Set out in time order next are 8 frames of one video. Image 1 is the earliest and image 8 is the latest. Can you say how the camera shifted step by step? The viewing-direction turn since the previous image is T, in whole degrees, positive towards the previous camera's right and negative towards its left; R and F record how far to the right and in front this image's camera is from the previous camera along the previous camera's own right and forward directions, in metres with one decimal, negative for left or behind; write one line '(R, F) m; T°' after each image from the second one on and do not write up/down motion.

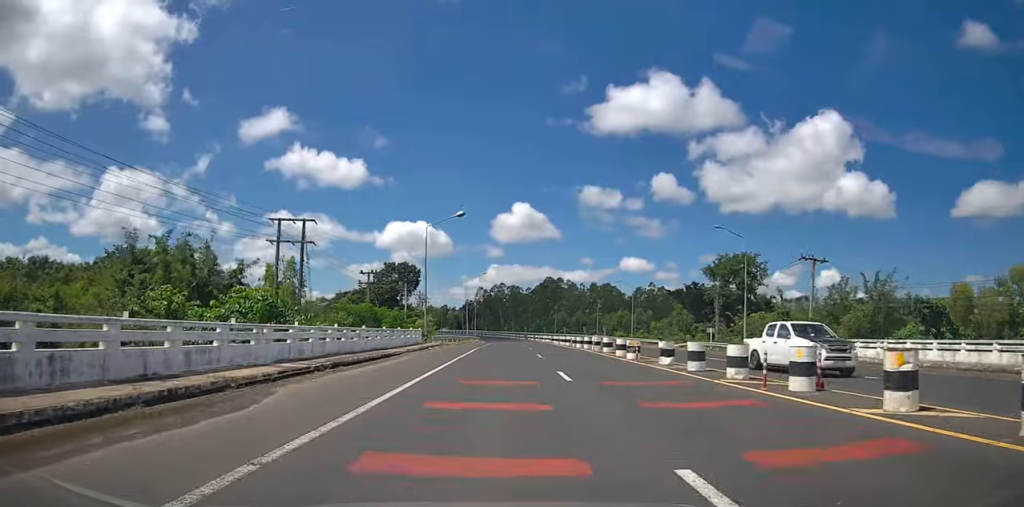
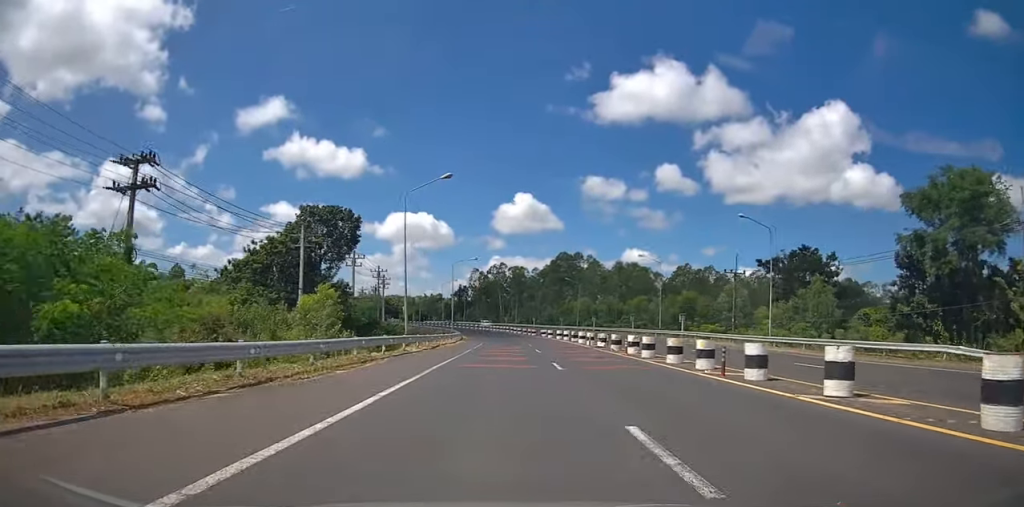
(0.0, +45.9) m; -1°
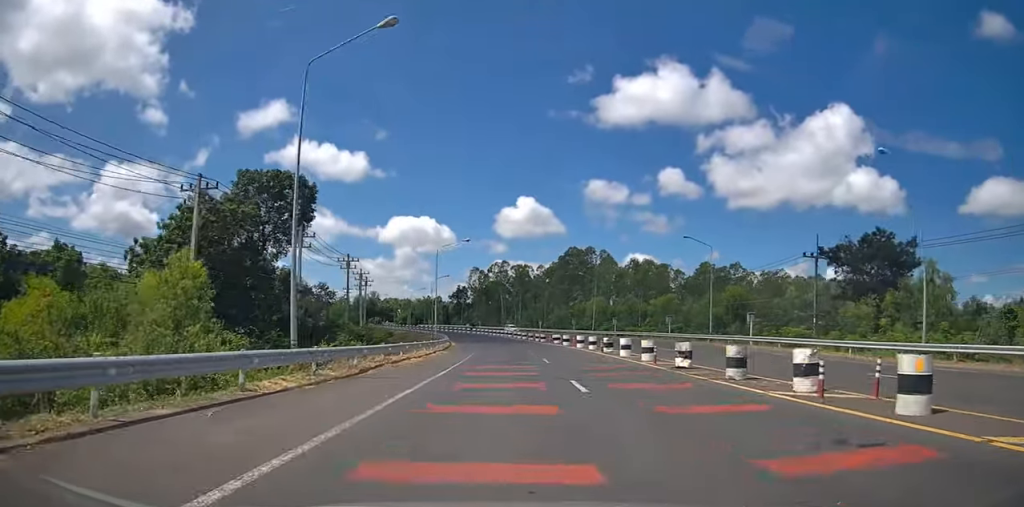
(-0.1, +16.5) m; -1°
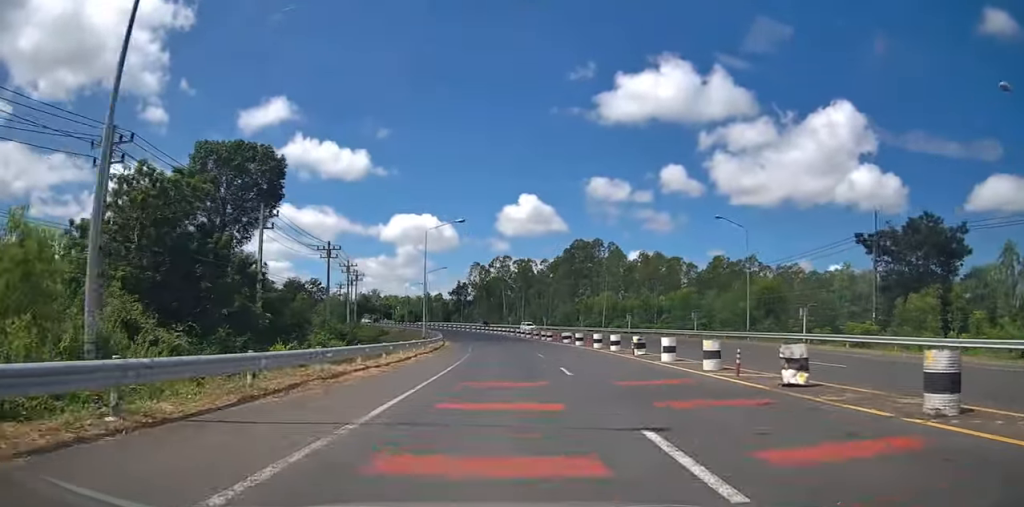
(0.0, +7.7) m; 0°
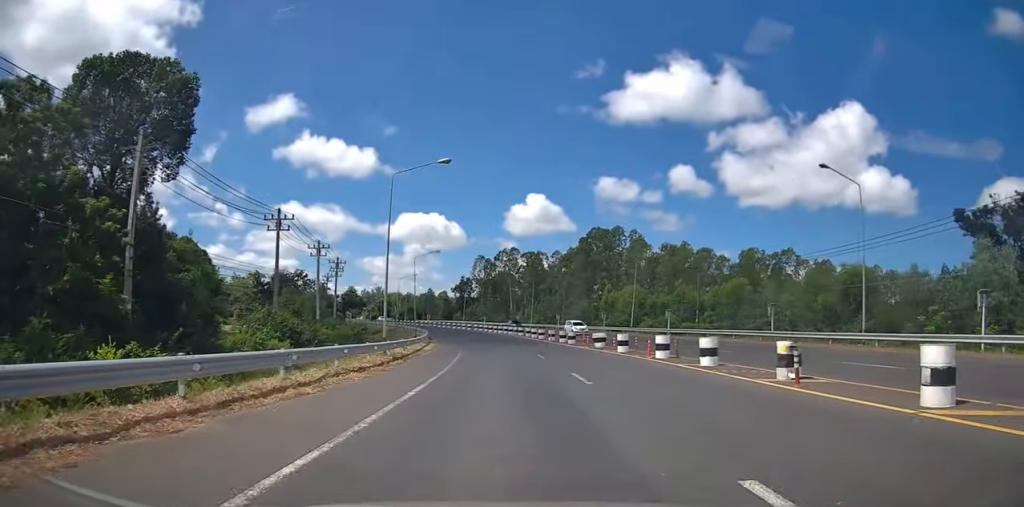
(0.0, +14.4) m; -1°
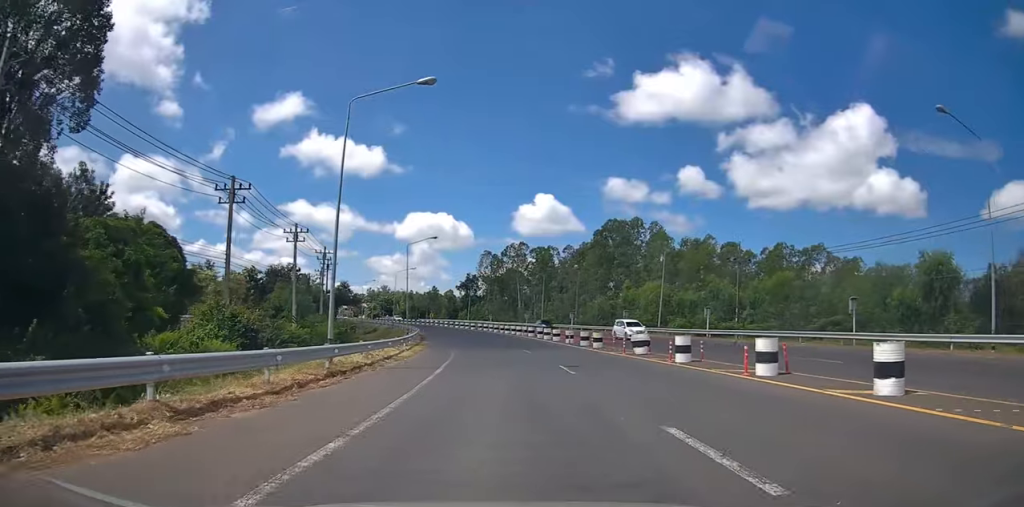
(-0.1, +8.9) m; -1°
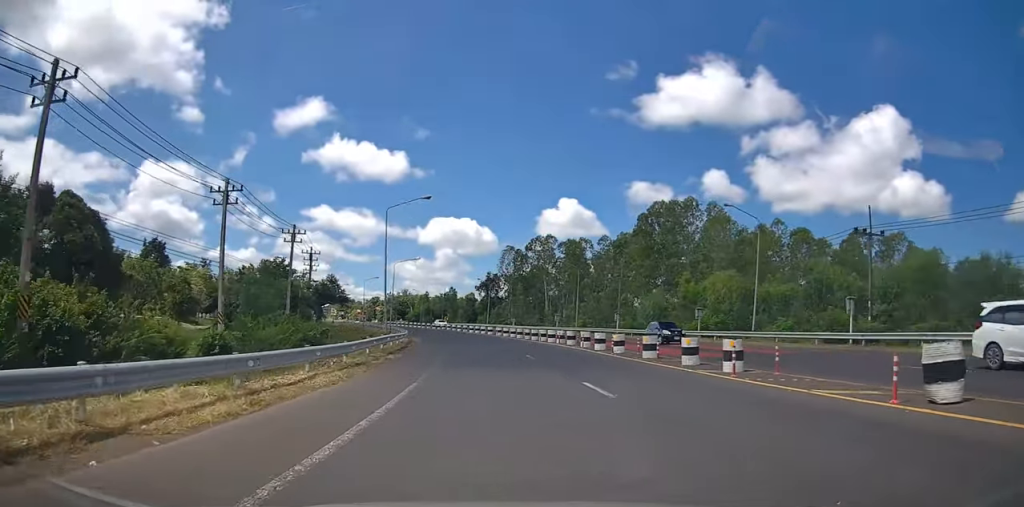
(-0.4, +17.5) m; -3°
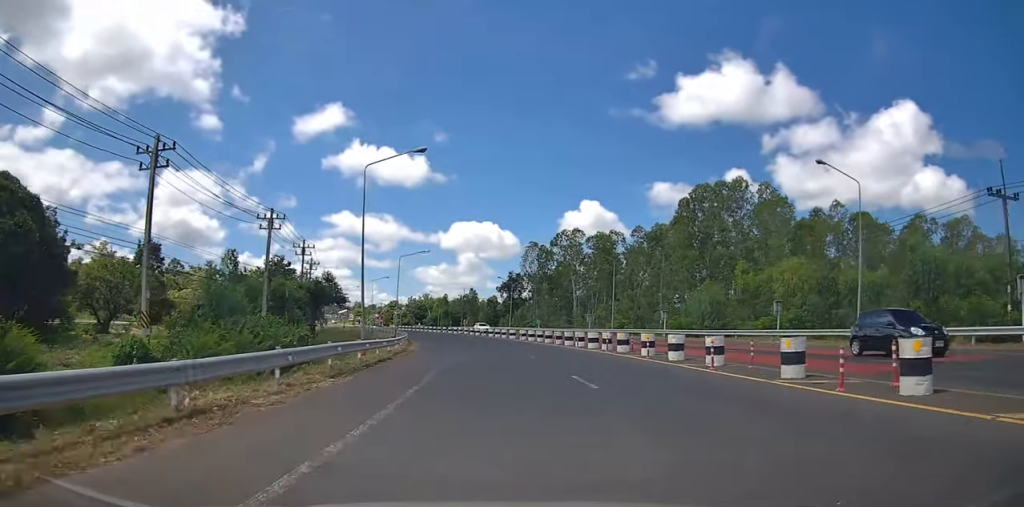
(-0.2, +10.2) m; -2°
